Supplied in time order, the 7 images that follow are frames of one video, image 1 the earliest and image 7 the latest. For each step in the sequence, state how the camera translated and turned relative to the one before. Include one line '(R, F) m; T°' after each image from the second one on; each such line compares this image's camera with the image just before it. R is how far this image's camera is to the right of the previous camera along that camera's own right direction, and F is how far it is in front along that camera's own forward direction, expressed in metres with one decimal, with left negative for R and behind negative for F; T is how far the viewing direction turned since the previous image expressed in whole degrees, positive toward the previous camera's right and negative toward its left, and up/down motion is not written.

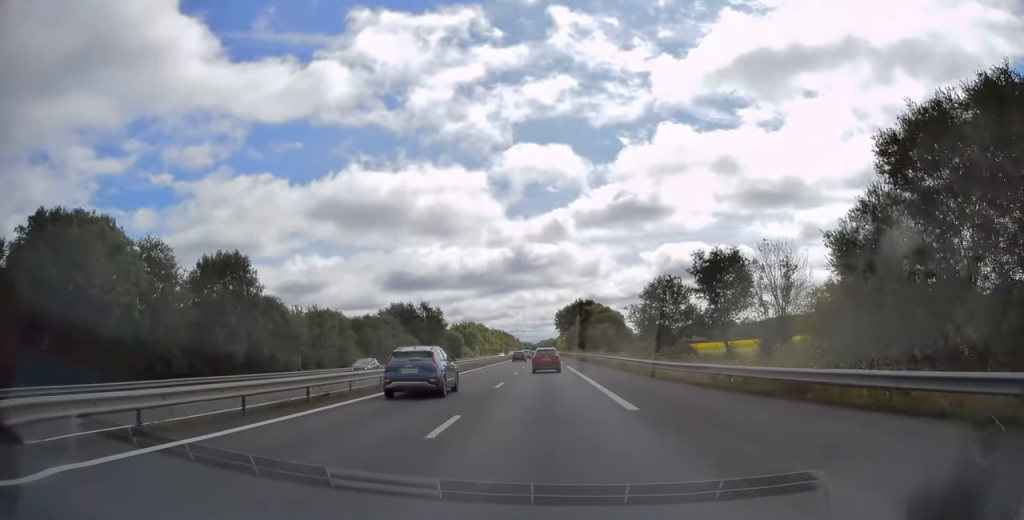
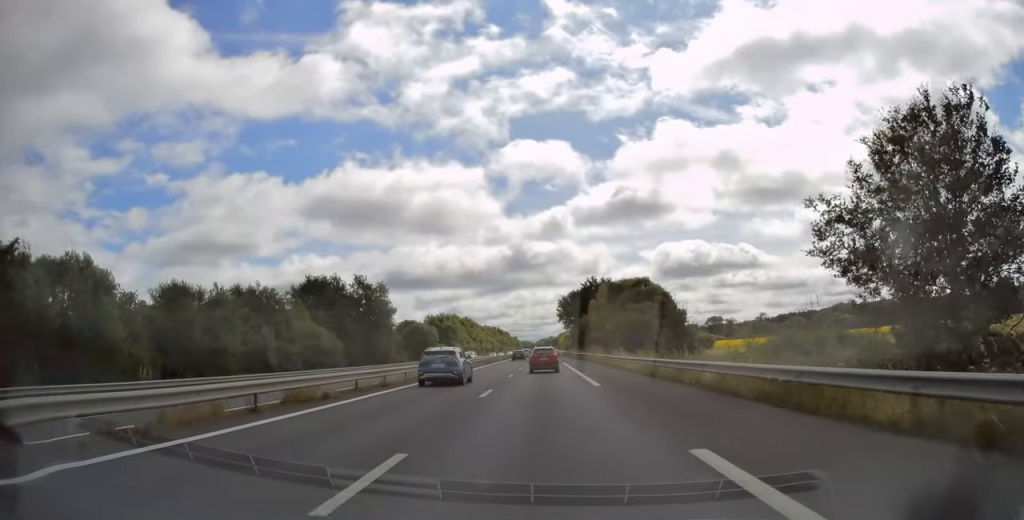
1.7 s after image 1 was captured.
(+0.1, +43.5) m; 0°
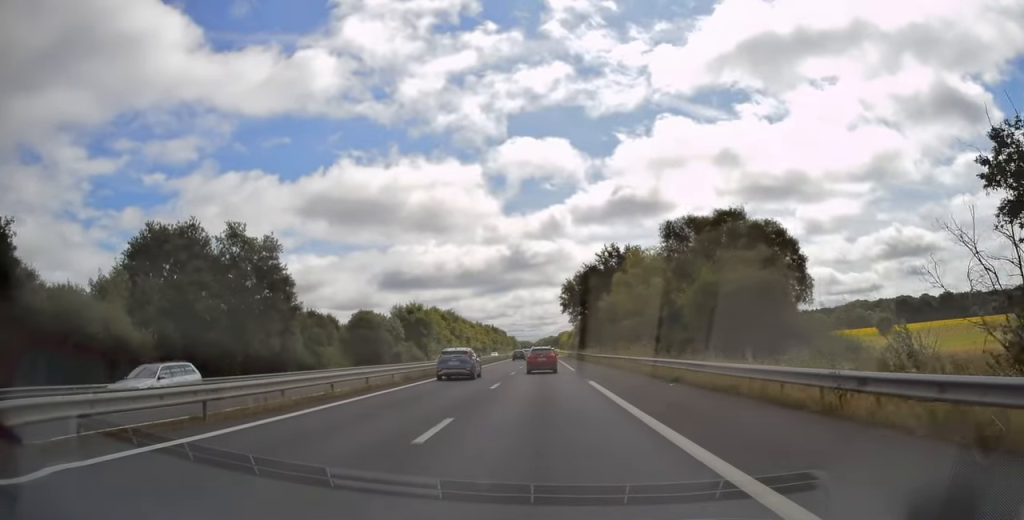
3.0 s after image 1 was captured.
(-0.4, +34.5) m; 0°
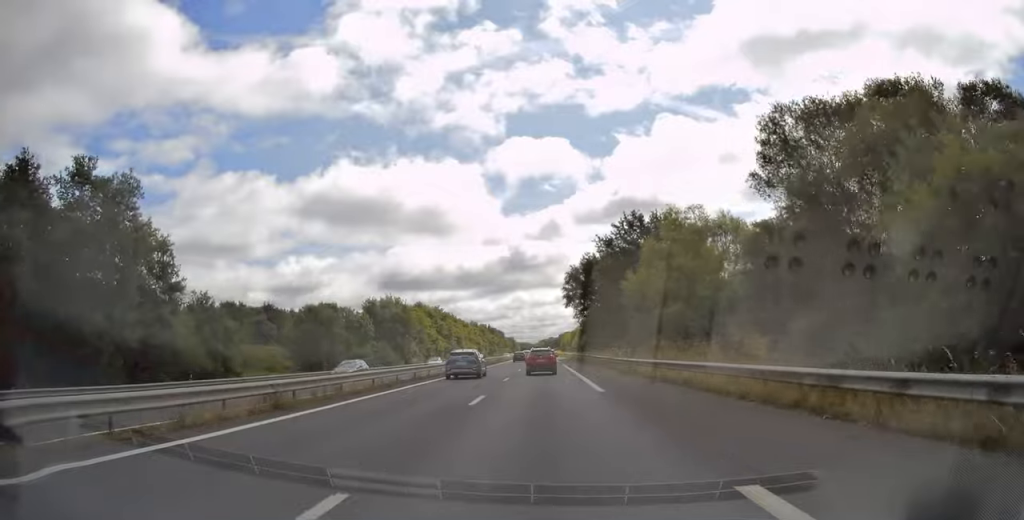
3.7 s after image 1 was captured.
(+0.3, +19.2) m; 0°
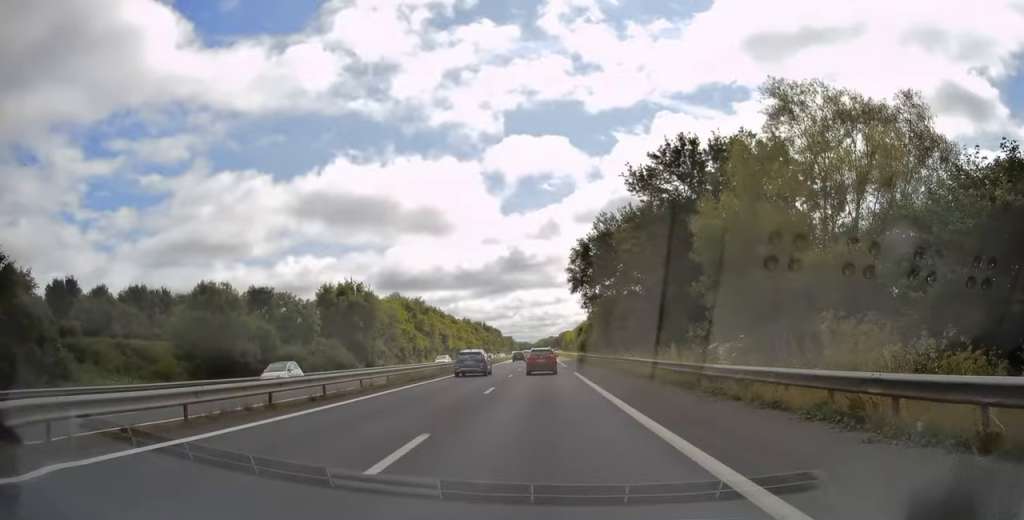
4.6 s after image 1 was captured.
(-0.4, +21.6) m; 0°
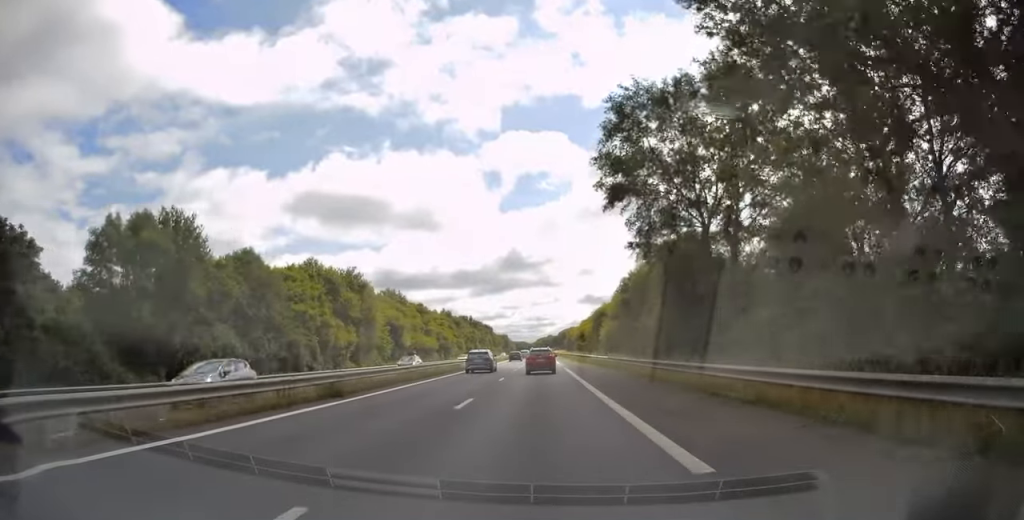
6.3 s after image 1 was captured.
(+0.1, +43.3) m; -1°
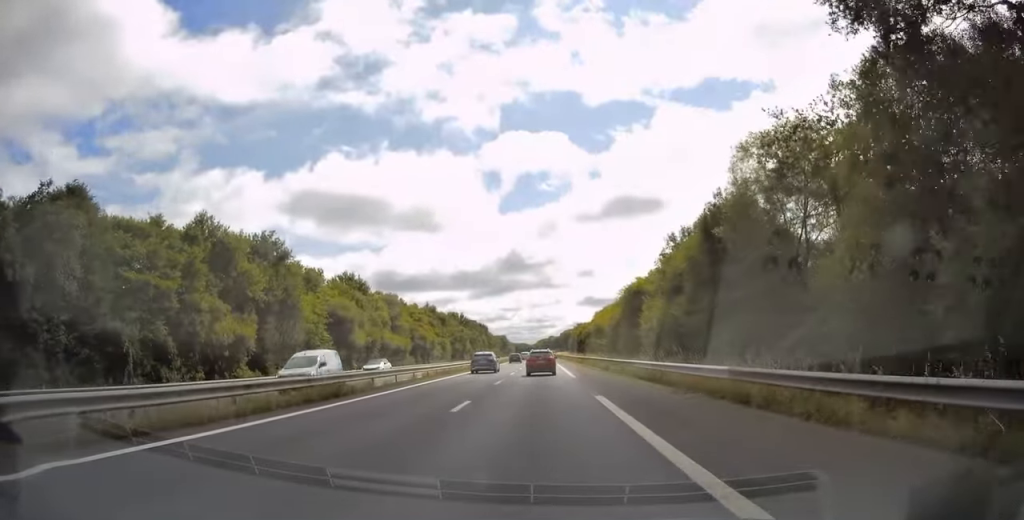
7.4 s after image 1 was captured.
(-0.2, +26.3) m; 0°
